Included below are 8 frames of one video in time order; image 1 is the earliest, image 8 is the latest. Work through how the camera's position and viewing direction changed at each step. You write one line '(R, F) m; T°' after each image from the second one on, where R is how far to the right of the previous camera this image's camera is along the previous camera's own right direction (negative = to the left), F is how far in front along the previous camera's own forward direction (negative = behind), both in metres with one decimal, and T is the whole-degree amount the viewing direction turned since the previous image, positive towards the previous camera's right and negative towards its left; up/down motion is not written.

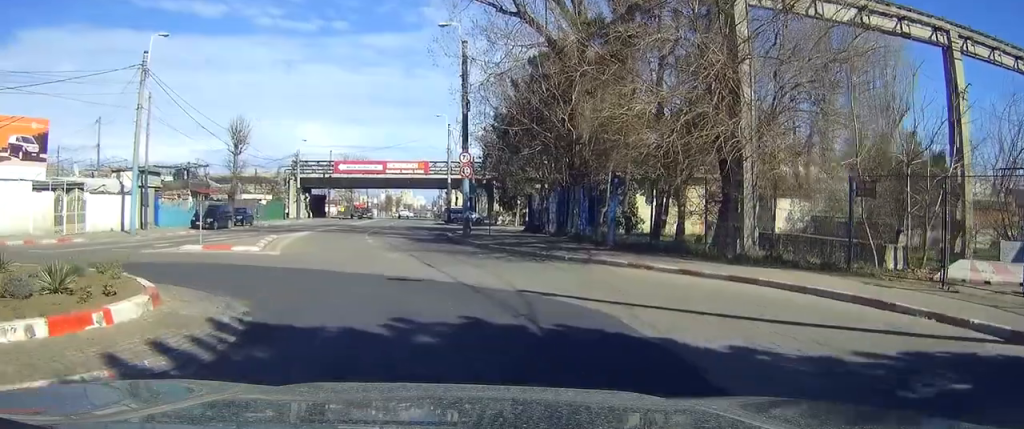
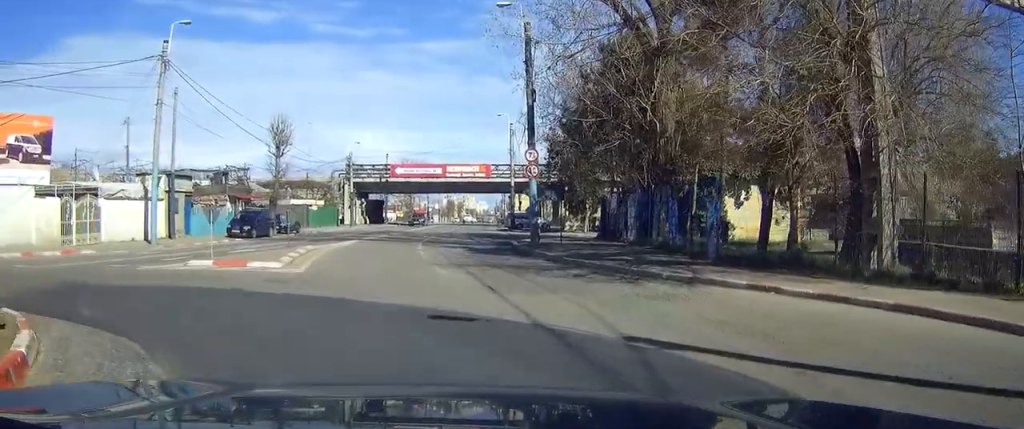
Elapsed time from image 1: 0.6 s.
(-0.1, +4.5) m; -6°
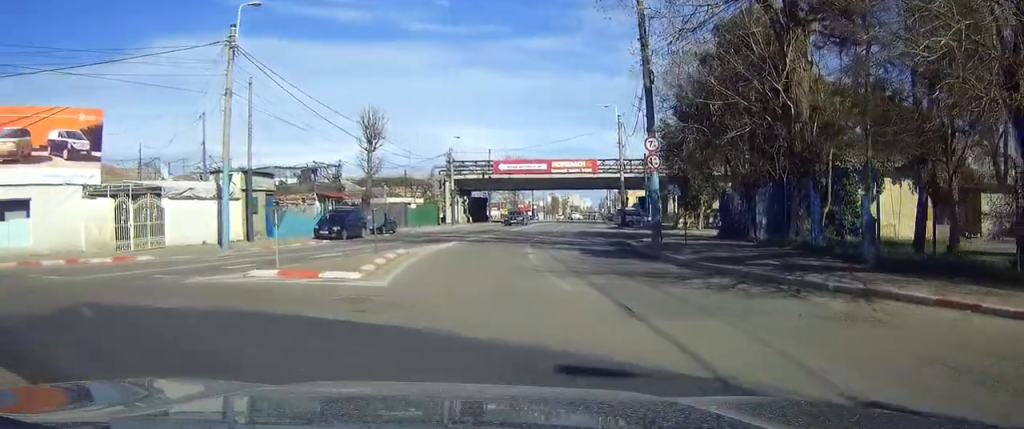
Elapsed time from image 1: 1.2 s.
(-0.3, +3.4) m; -8°
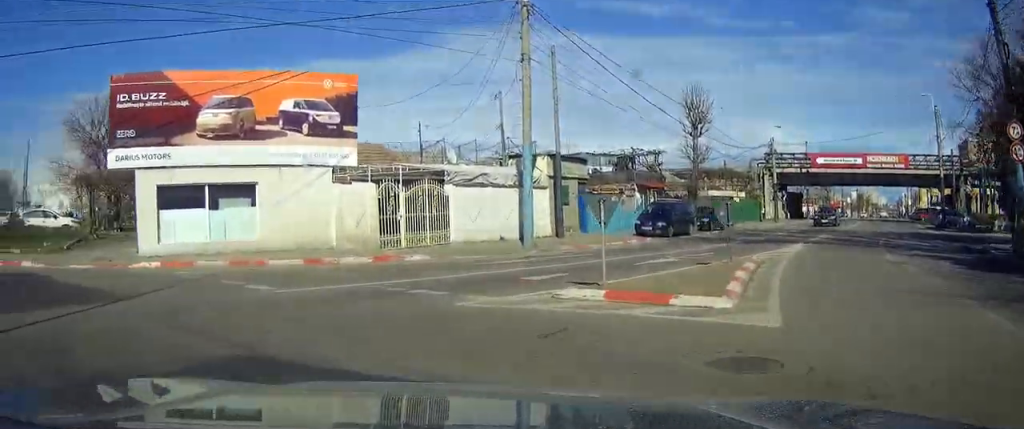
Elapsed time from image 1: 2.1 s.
(-0.7, +5.3) m; -20°
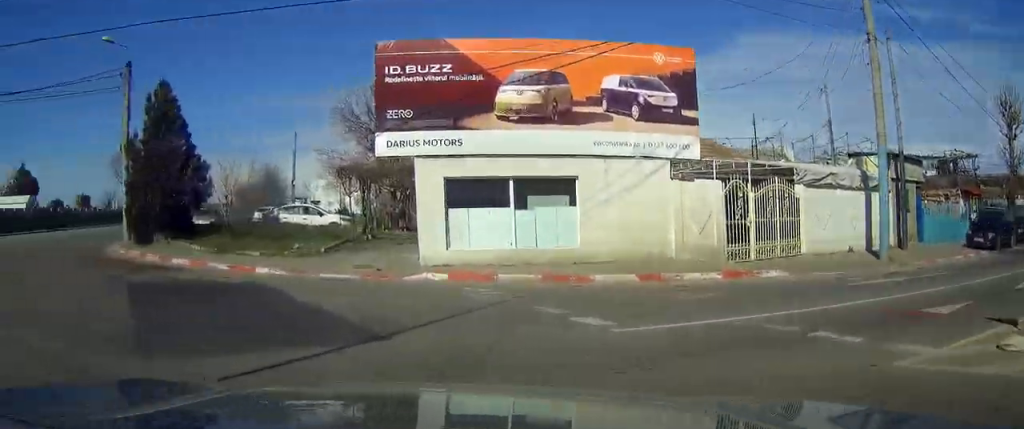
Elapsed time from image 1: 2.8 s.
(-0.2, +3.8) m; -23°
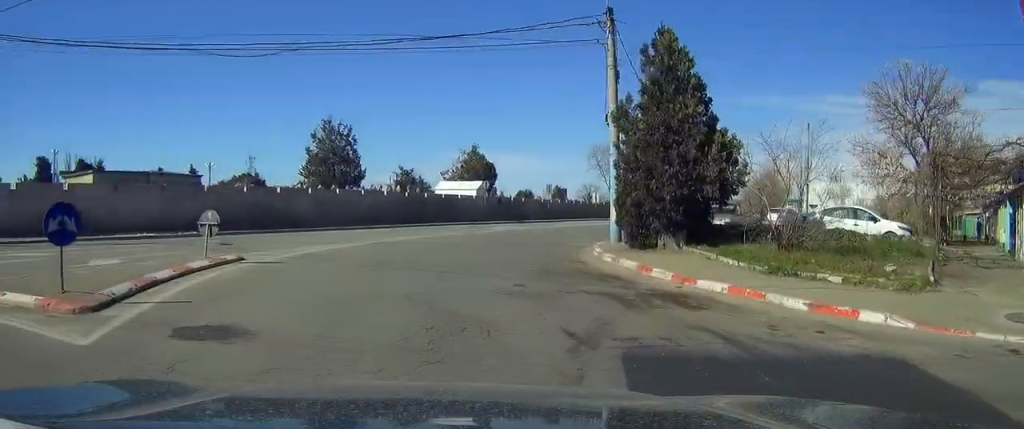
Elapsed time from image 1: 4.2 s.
(-3.3, +6.1) m; -40°
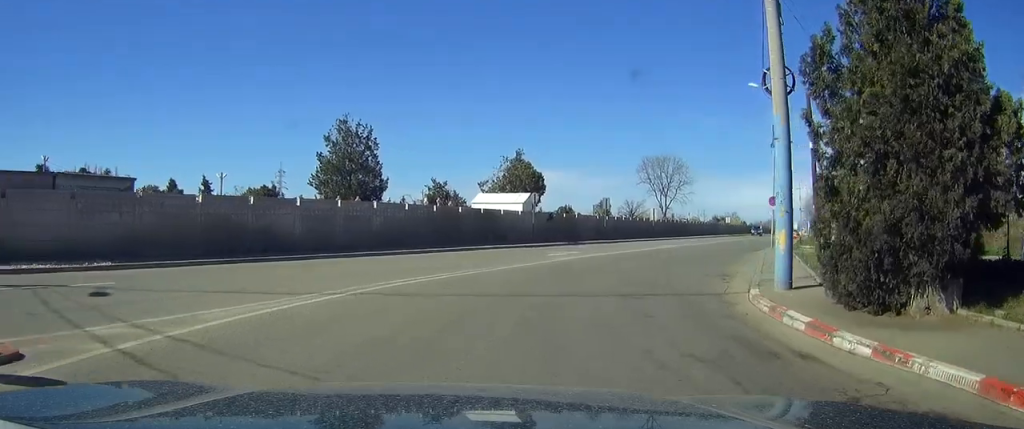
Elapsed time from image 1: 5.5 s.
(-1.5, +9.2) m; -8°
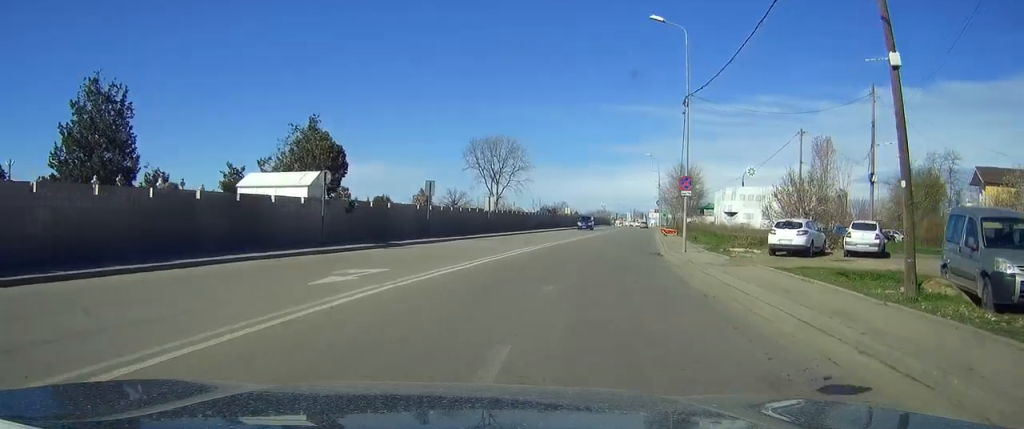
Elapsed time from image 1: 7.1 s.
(+1.6, +13.9) m; +15°
